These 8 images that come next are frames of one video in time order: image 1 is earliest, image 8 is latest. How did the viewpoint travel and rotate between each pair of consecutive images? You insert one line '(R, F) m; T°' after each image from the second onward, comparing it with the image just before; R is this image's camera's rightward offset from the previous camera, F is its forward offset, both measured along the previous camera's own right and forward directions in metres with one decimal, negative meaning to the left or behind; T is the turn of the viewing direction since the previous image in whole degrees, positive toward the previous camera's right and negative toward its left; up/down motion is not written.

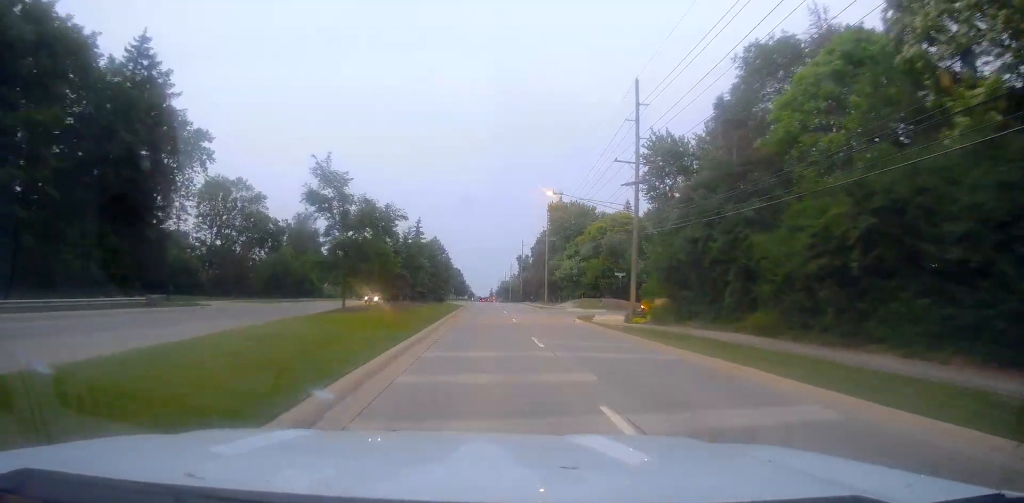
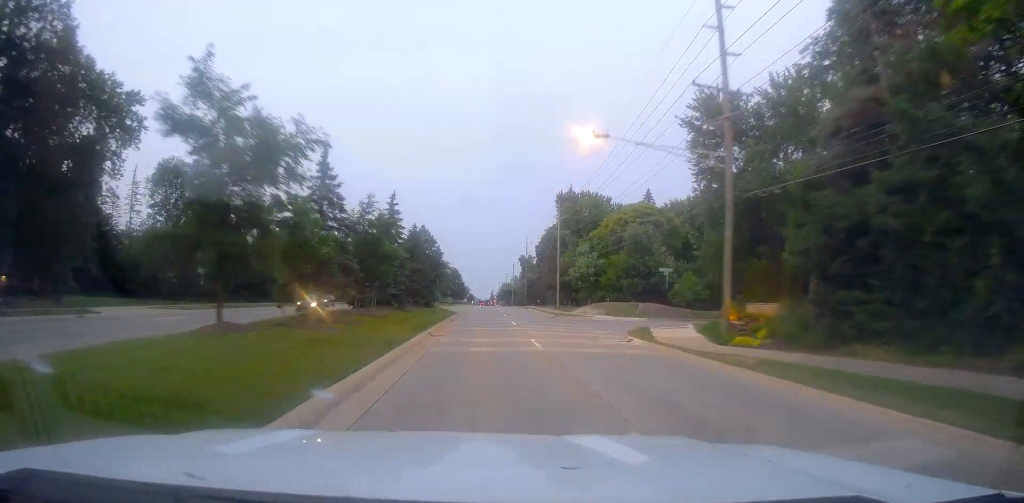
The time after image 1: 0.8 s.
(+0.4, +15.7) m; +1°
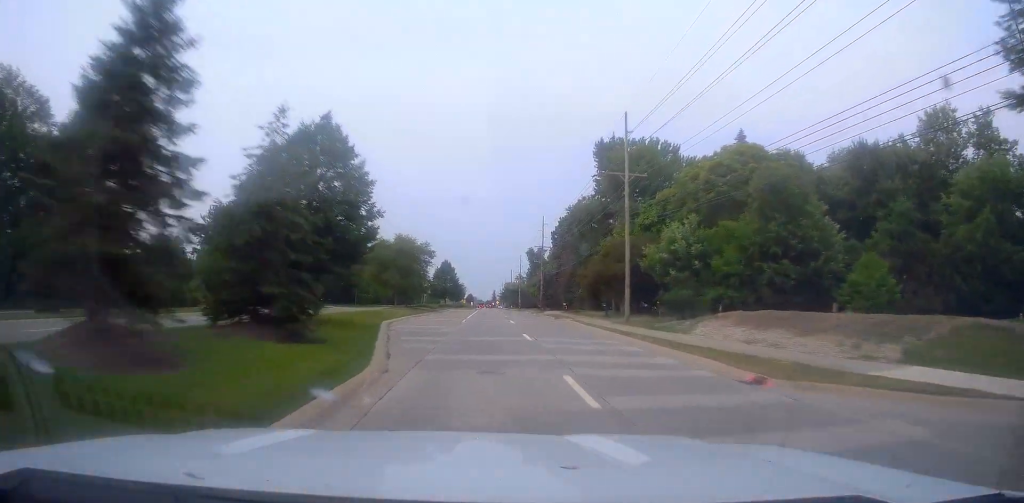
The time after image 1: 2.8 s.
(+0.3, +40.2) m; 0°
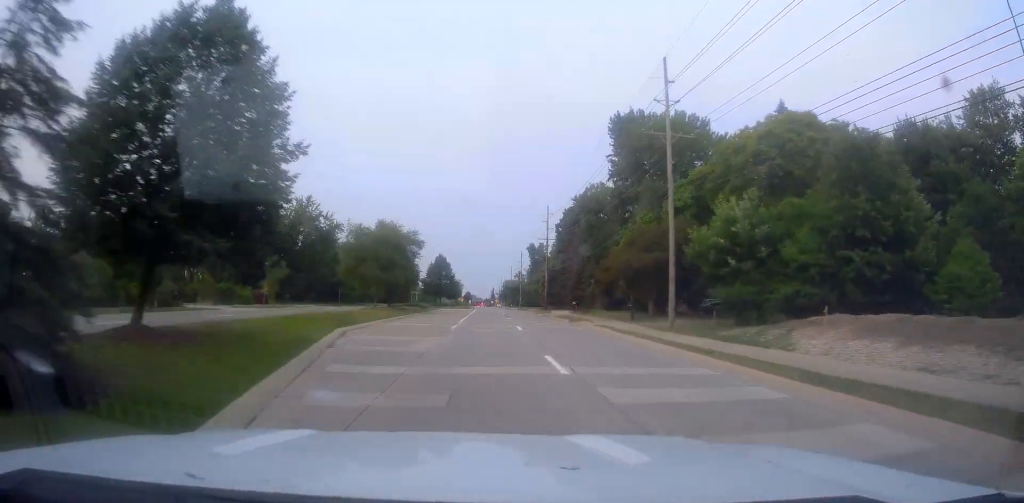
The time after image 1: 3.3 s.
(+0.1, +10.6) m; 0°
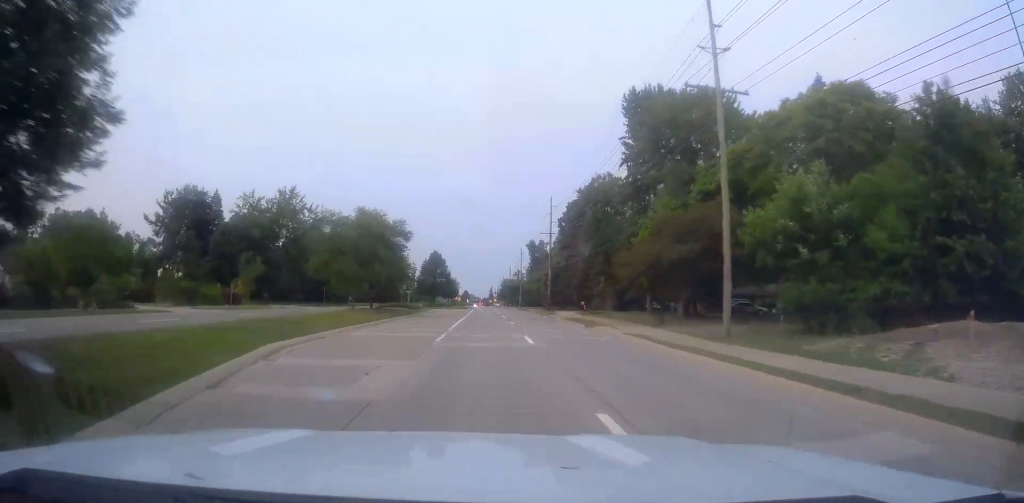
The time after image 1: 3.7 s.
(-0.3, +7.9) m; 0°
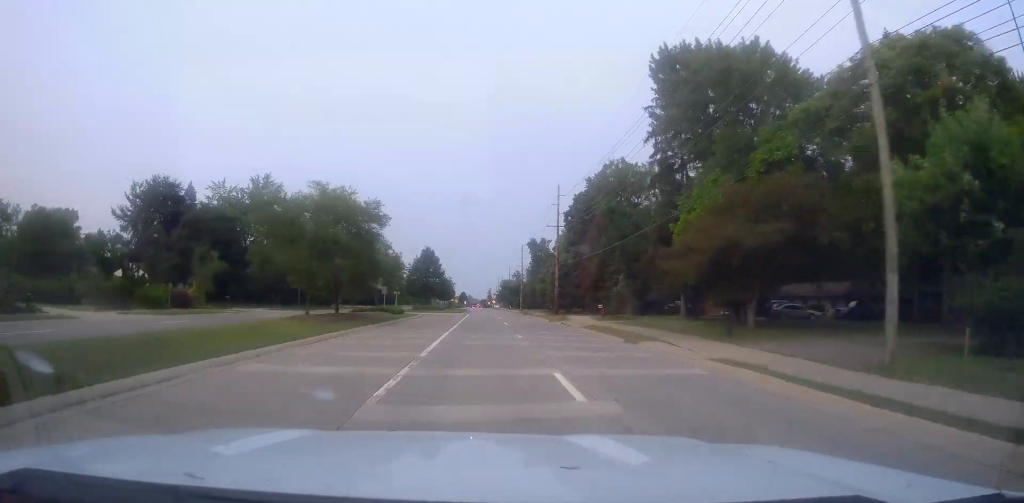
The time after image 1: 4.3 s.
(-0.2, +11.2) m; 0°
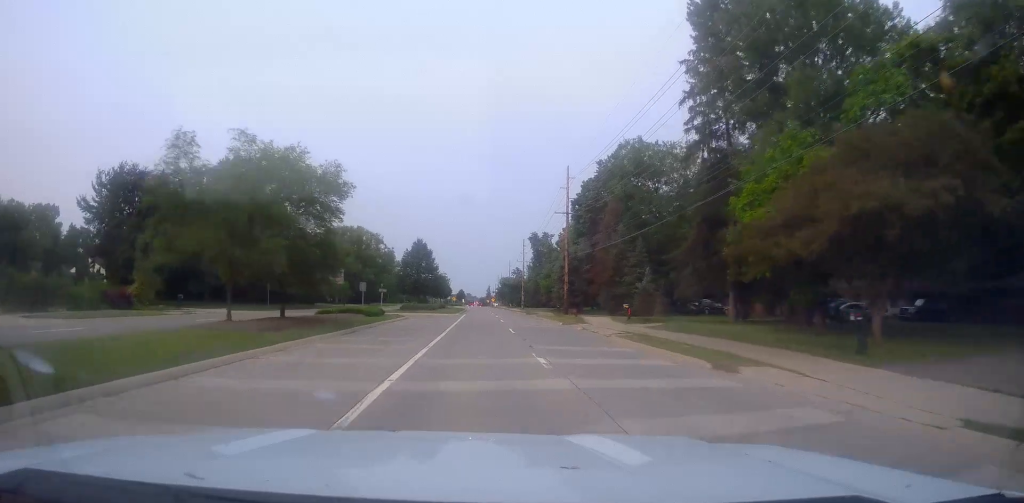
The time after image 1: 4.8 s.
(+0.4, +10.4) m; 0°
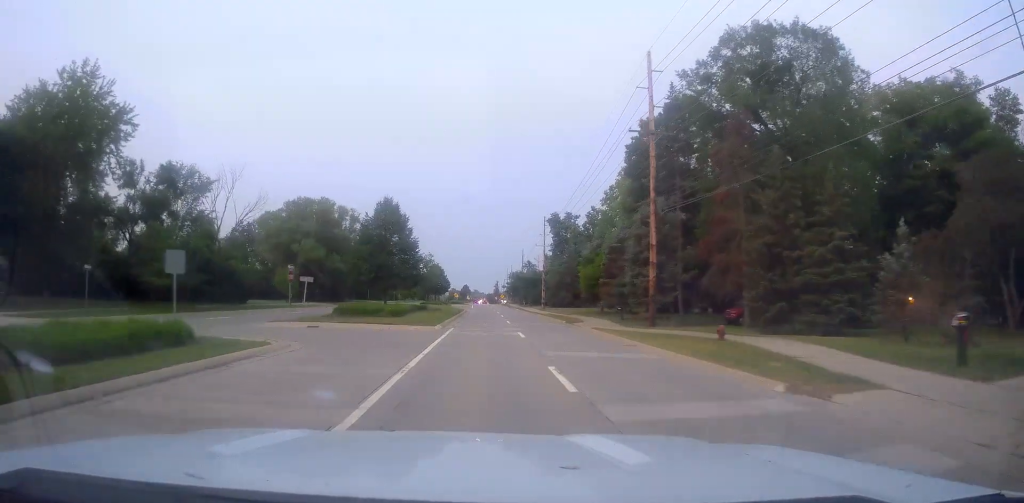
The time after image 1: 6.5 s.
(-0.2, +33.1) m; 0°
